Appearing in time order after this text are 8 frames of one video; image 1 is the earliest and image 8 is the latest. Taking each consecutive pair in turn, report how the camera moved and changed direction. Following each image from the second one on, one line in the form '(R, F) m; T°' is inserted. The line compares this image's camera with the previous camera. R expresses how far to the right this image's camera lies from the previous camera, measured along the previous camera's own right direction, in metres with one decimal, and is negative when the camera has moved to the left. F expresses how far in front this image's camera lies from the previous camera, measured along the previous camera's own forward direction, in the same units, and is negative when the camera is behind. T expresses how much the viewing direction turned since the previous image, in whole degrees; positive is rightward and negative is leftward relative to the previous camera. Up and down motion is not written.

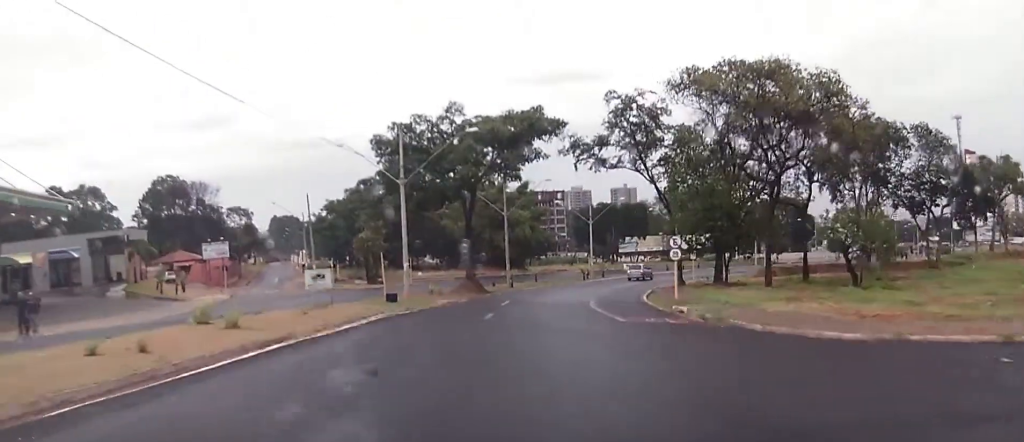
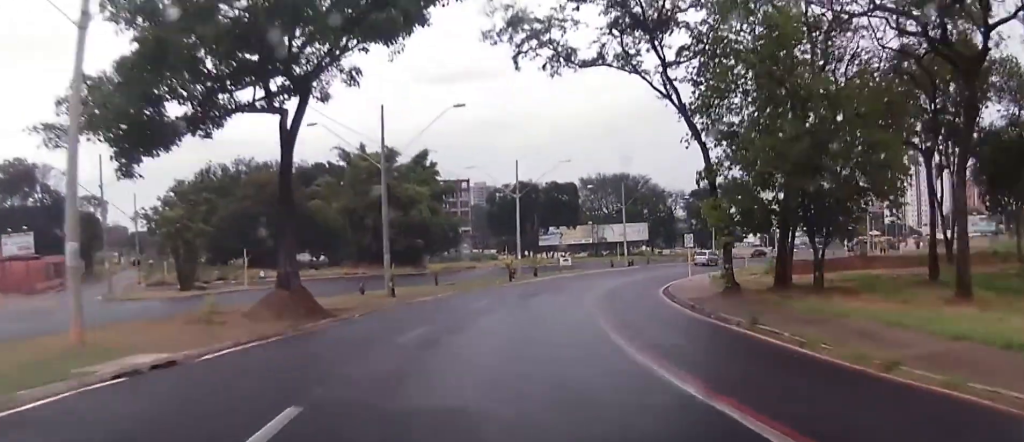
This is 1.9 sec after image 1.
(+1.7, +26.7) m; +9°
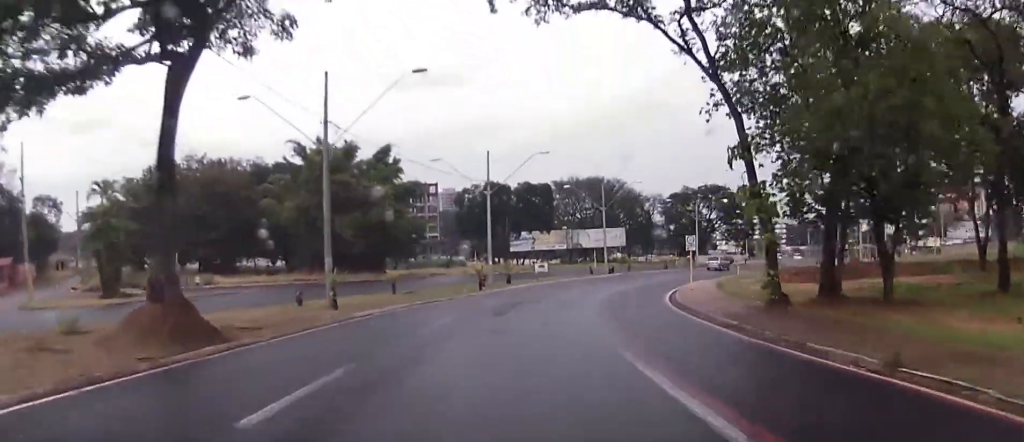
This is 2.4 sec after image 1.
(+0.5, +6.5) m; +3°
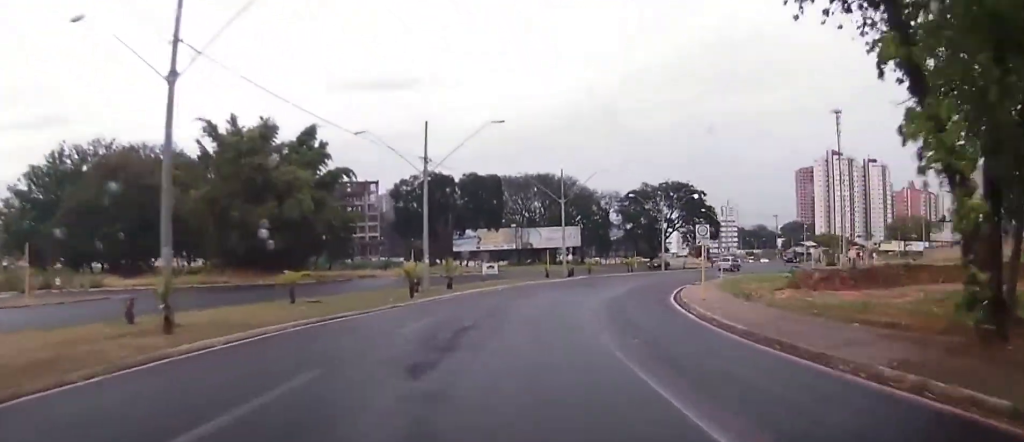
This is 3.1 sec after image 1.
(+0.5, +10.3) m; +5°
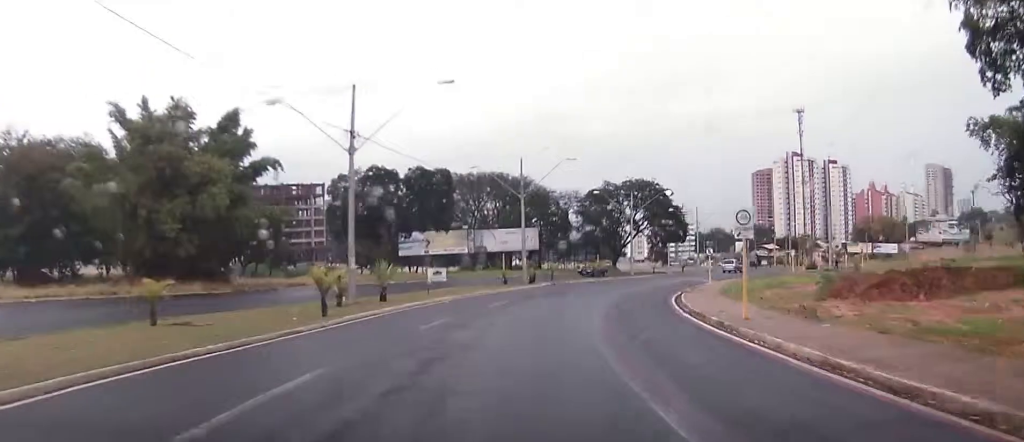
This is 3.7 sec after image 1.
(+0.2, +8.6) m; +3°
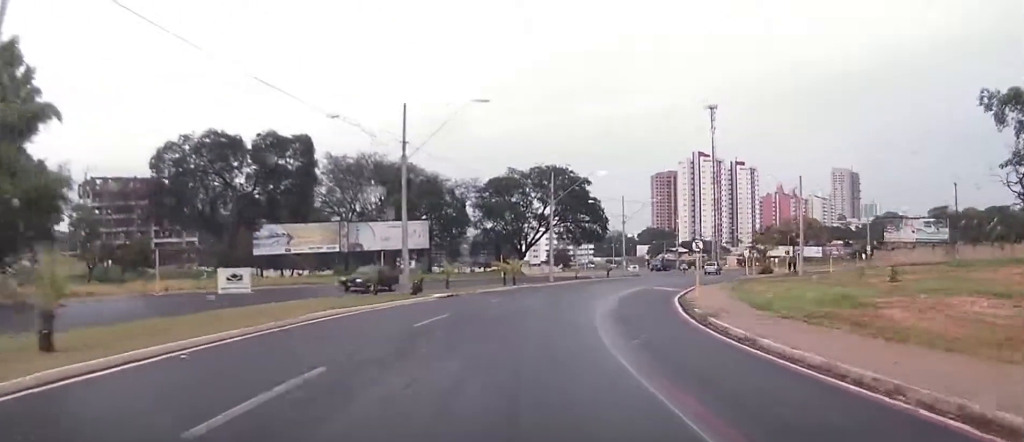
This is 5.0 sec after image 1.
(+0.9, +18.3) m; +8°
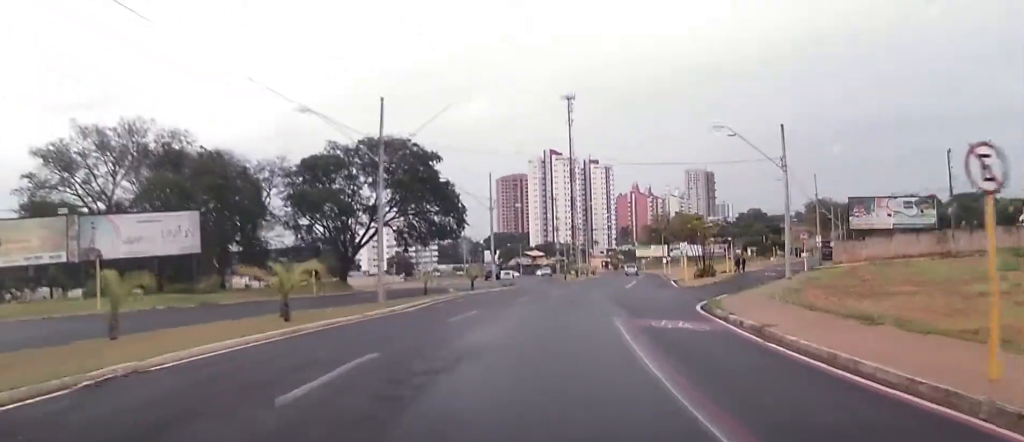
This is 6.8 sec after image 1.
(+3.7, +25.6) m; +15°
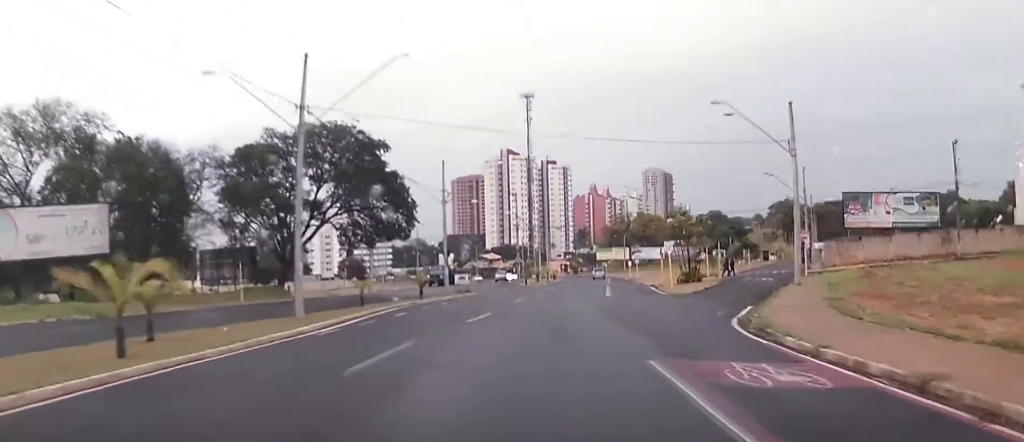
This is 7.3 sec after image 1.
(+0.3, +7.1) m; +3°
